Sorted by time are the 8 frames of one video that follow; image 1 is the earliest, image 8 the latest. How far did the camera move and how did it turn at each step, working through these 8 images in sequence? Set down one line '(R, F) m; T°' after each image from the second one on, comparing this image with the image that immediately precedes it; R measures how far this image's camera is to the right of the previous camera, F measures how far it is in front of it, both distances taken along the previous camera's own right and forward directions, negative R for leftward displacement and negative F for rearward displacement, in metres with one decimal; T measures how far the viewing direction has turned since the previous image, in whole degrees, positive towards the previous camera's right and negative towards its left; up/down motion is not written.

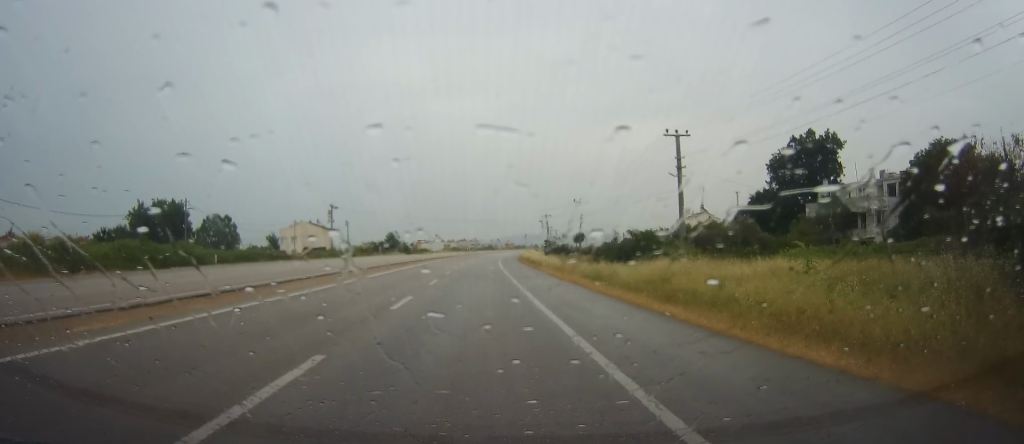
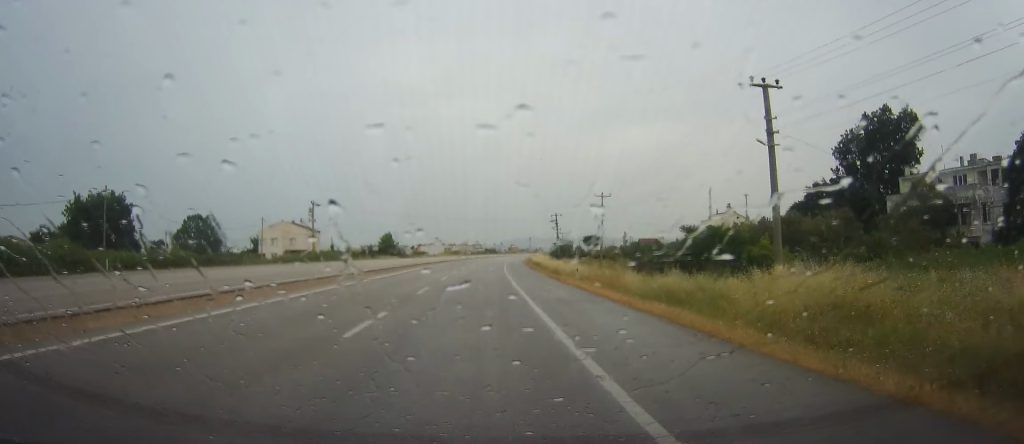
(0.0, +15.9) m; 0°
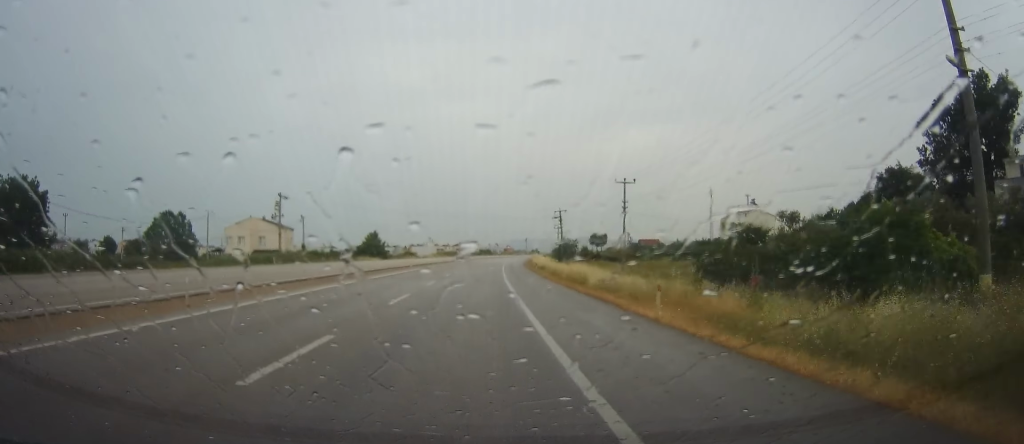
(0.0, +16.2) m; +1°
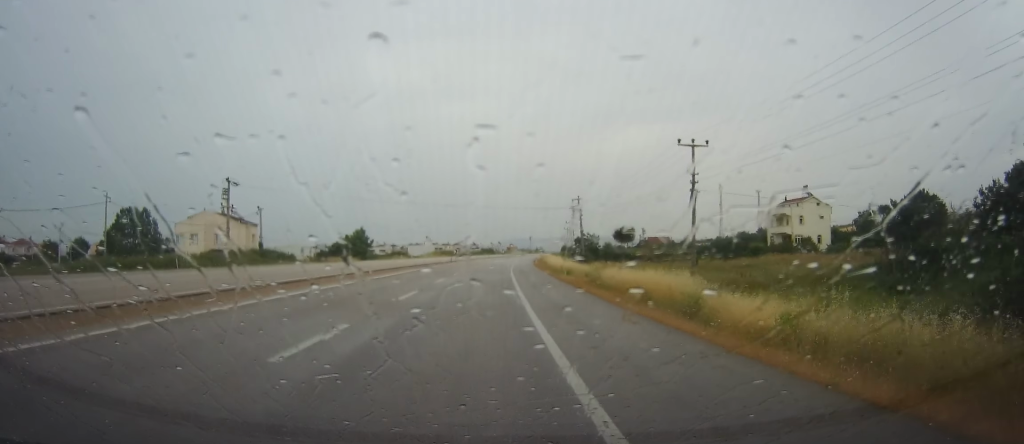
(+0.2, +21.7) m; +1°
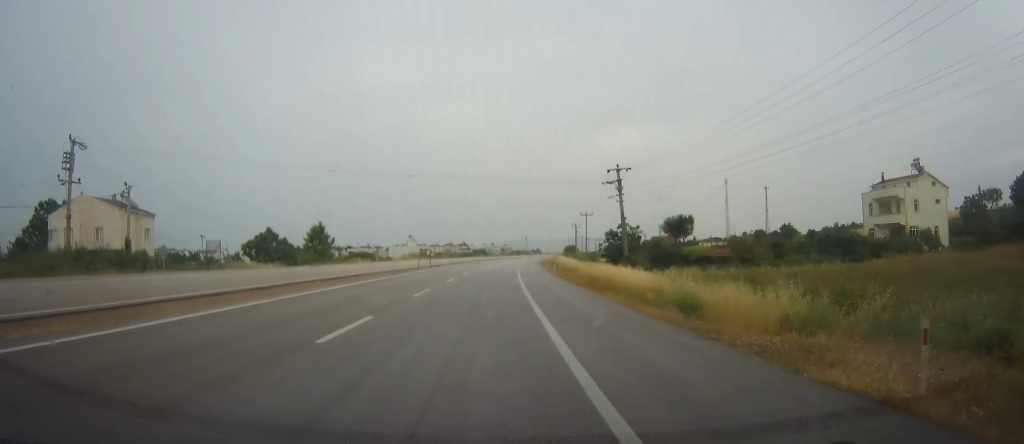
(-0.1, +32.4) m; 0°
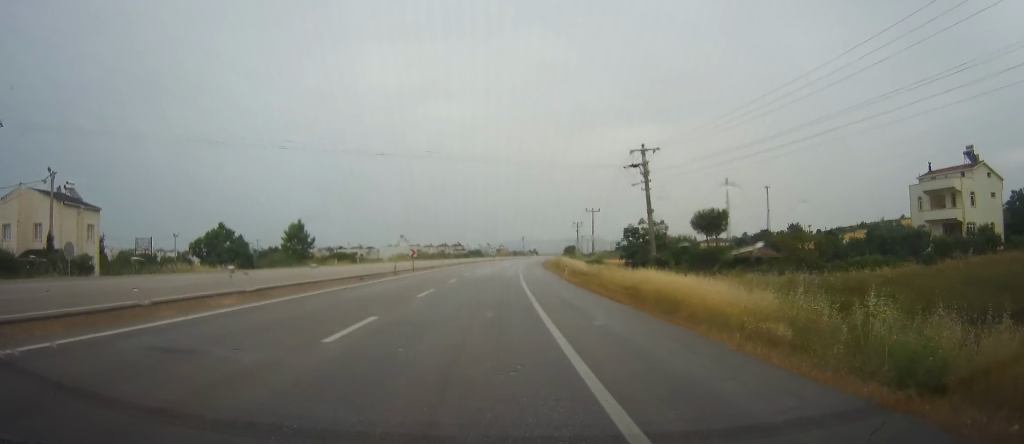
(+0.1, +12.0) m; 0°
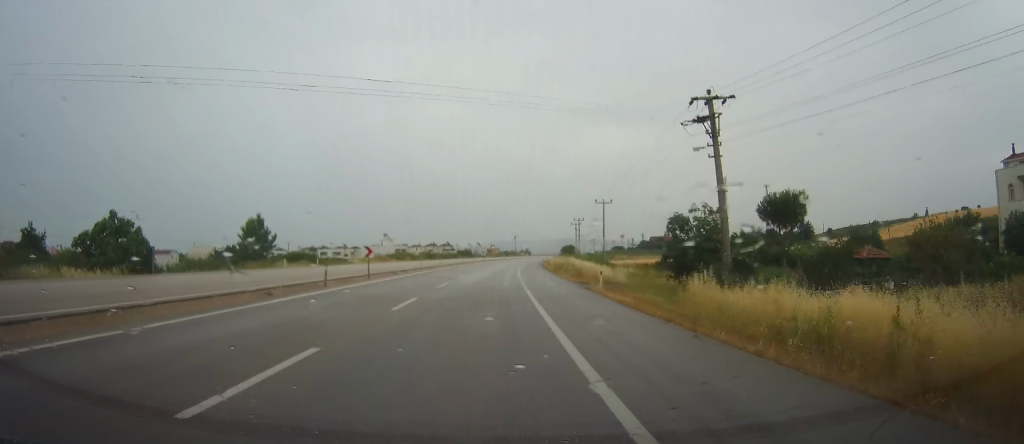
(+0.3, +16.5) m; +1°
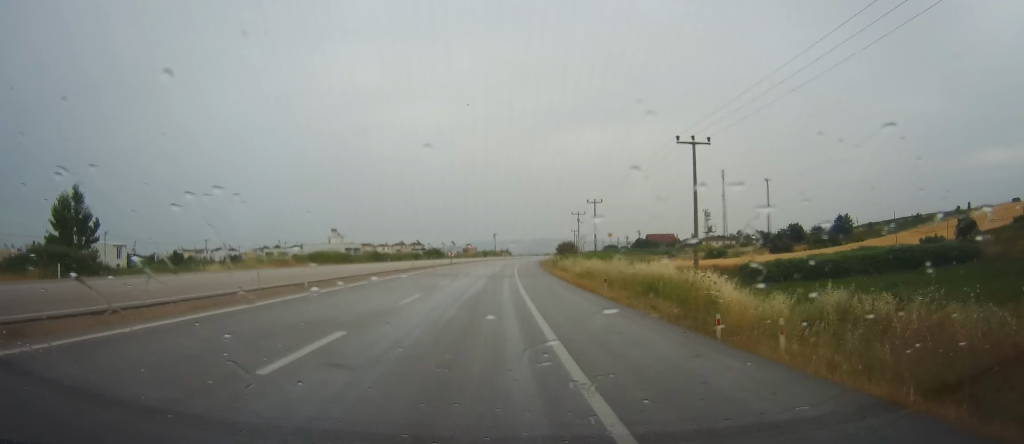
(+0.1, +44.6) m; 0°
